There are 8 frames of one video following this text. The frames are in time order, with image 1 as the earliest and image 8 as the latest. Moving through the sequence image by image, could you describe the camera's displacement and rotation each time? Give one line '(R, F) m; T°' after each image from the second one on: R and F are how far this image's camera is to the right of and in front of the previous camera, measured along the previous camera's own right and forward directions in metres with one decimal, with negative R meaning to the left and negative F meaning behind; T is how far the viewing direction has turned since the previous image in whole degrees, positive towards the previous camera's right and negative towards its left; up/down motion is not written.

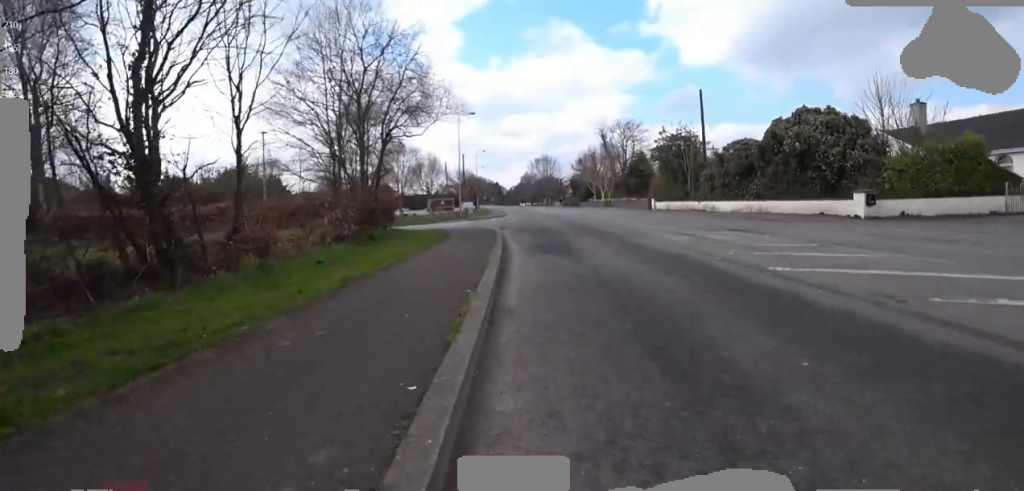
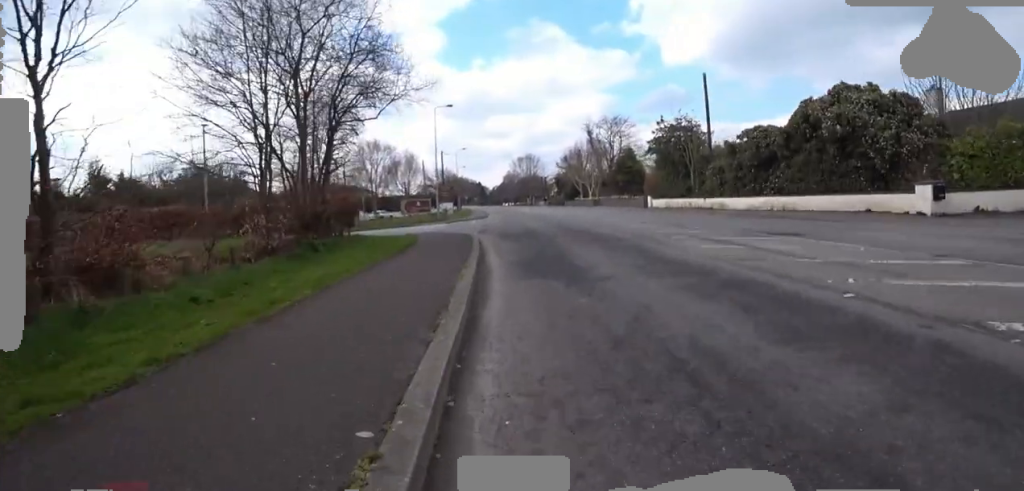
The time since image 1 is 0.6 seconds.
(-0.1, +3.3) m; +4°
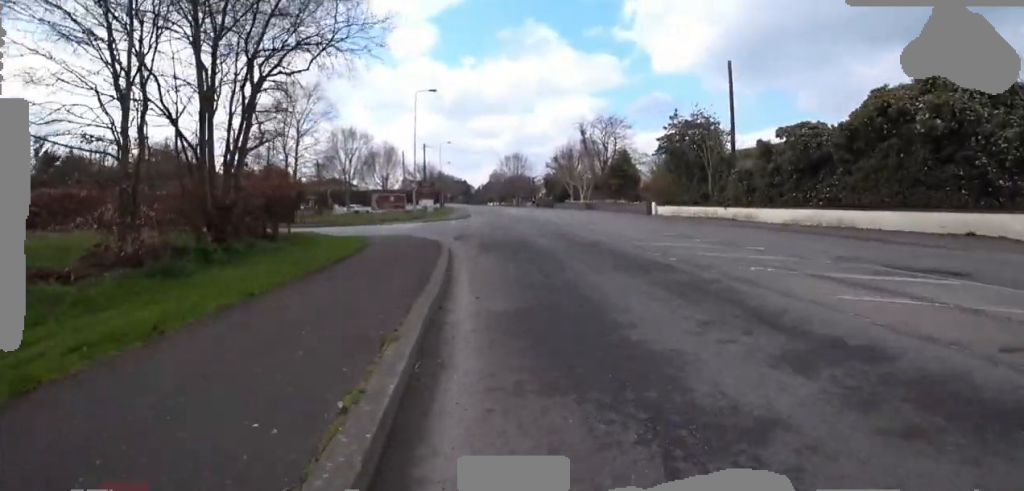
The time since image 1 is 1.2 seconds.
(+0.4, +3.8) m; +10°
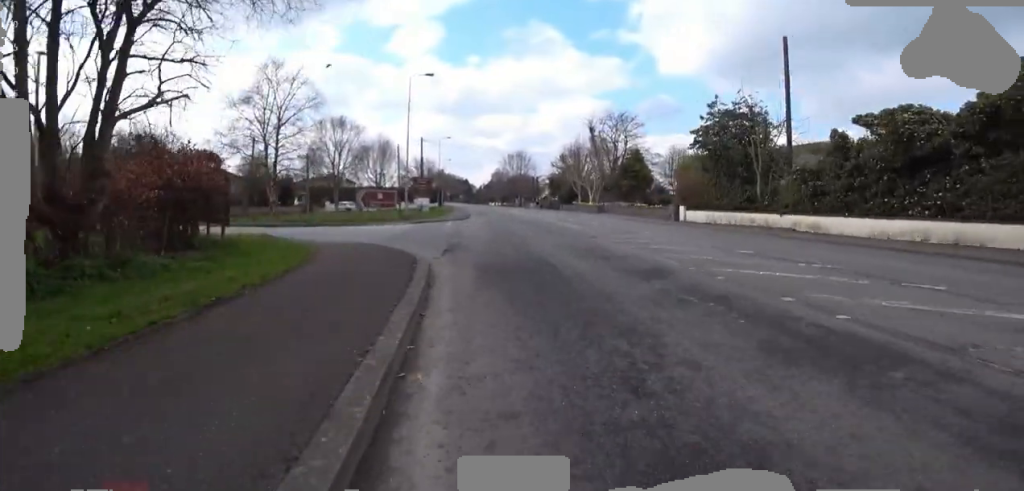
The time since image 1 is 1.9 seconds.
(+0.3, +3.8) m; -4°
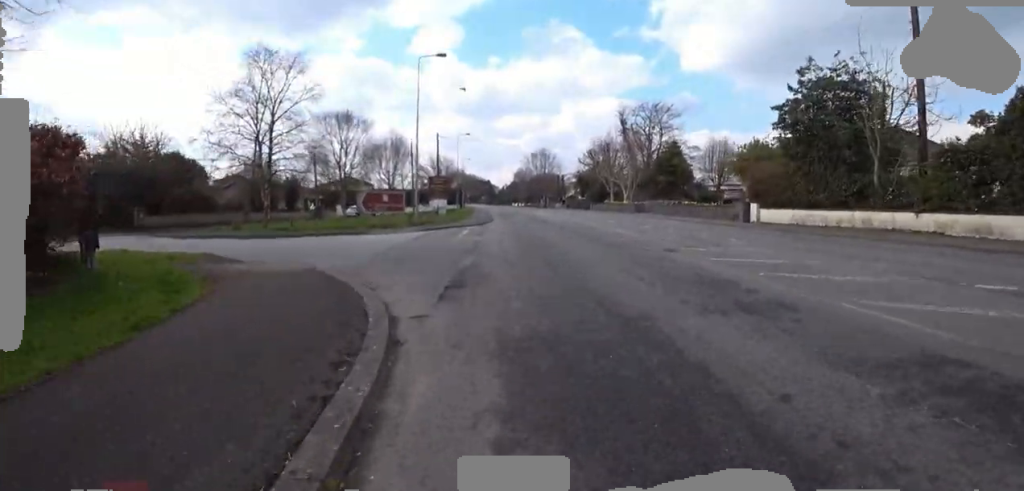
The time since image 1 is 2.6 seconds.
(-0.1, +4.4) m; -6°
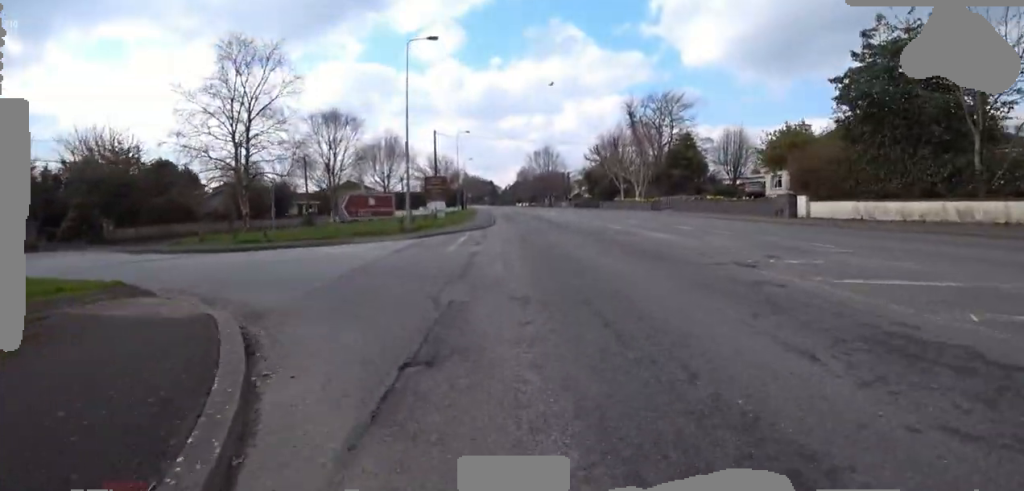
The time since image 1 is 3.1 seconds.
(-0.7, +3.0) m; -3°
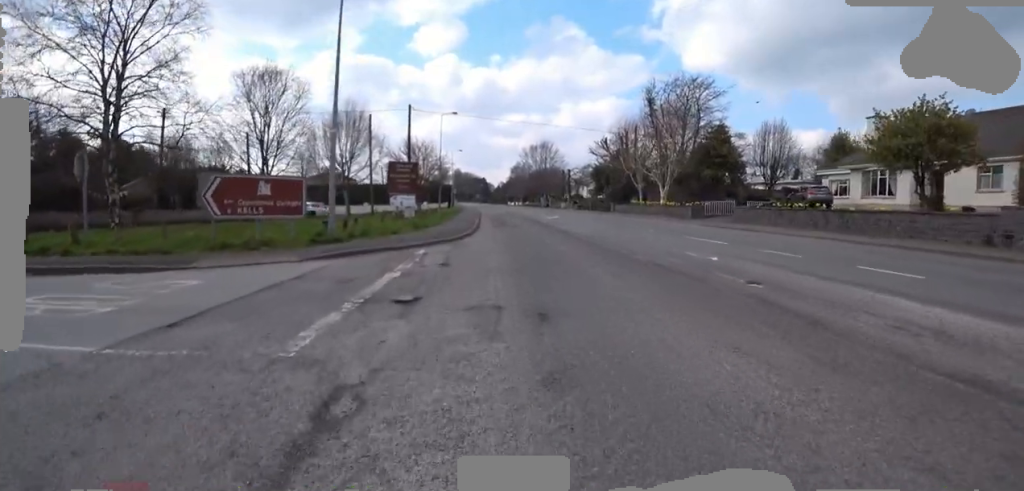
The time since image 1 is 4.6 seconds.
(+0.7, +8.4) m; +5°
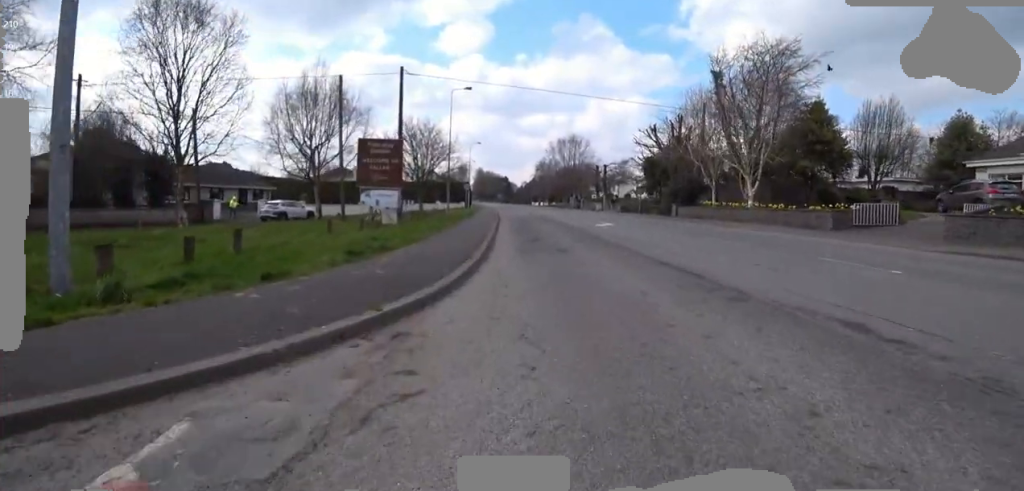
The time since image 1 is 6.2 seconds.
(-1.1, +9.2) m; -10°
